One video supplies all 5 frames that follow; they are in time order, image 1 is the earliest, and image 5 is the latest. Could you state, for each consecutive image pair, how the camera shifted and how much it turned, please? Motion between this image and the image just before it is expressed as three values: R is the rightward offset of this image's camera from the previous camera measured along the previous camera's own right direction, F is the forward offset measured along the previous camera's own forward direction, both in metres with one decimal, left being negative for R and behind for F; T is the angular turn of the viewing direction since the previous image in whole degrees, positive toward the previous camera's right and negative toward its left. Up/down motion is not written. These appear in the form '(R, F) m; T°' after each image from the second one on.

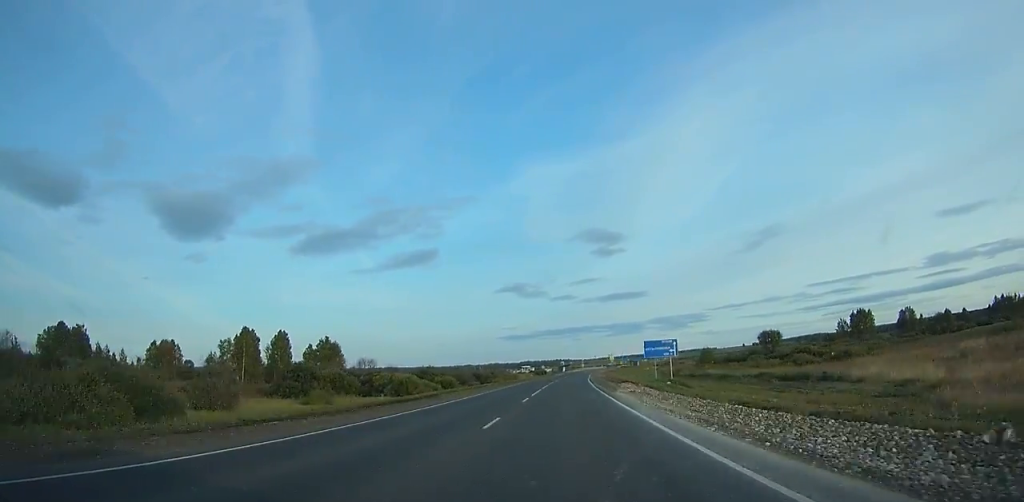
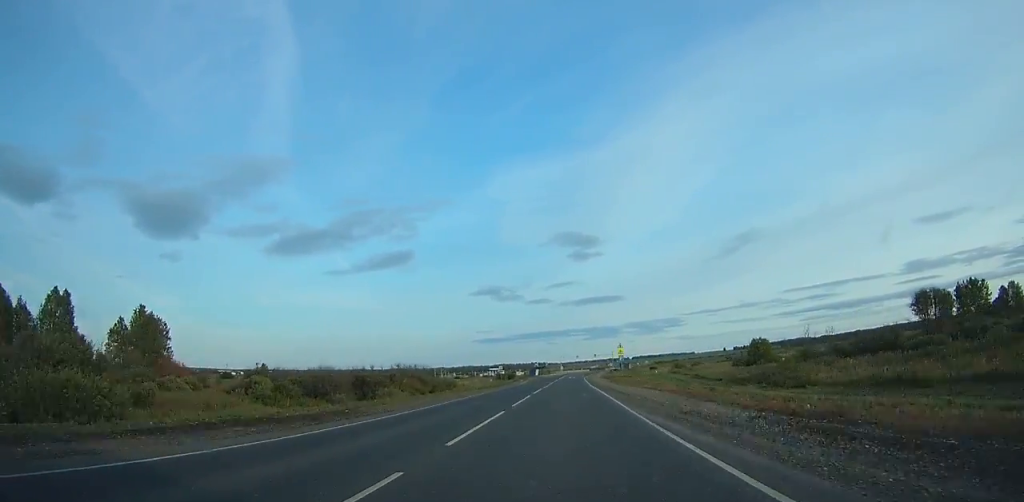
(+0.9, +68.6) m; +2°
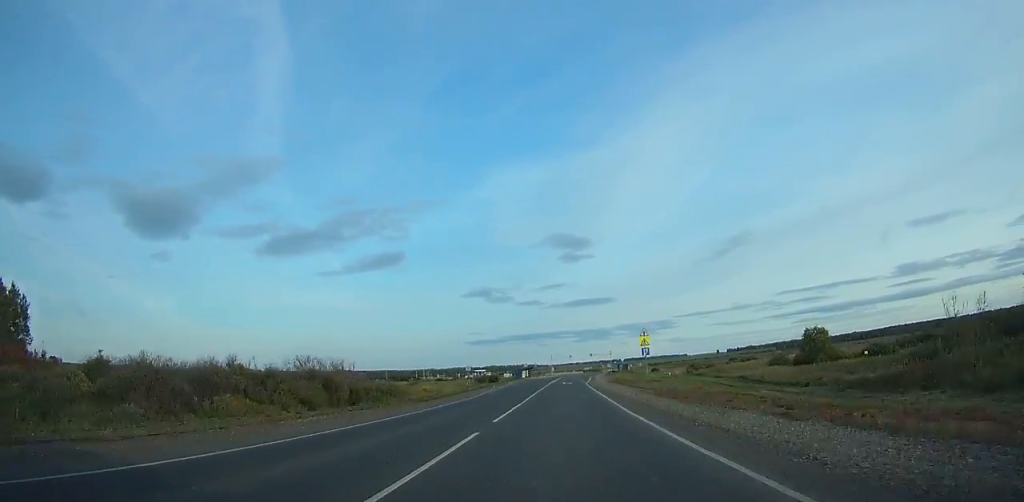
(+0.6, +30.5) m; +1°
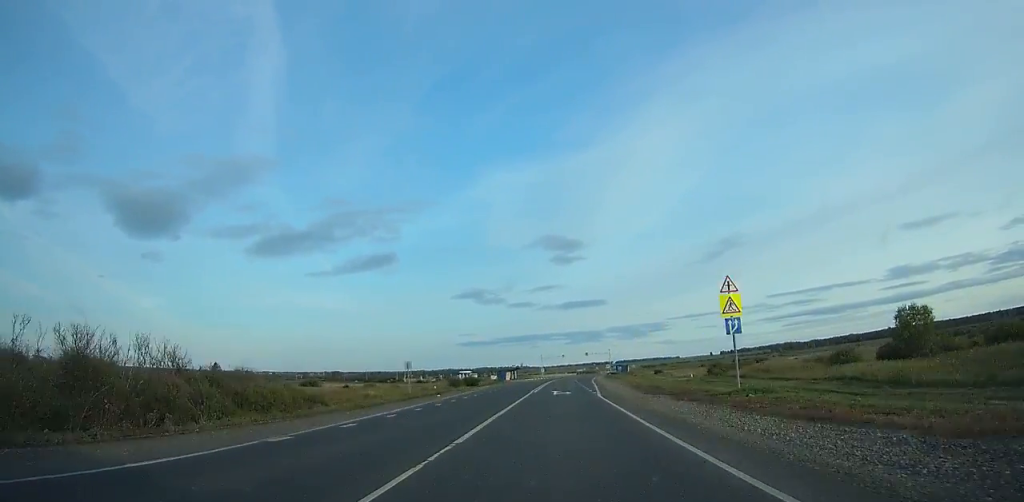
(+0.1, +30.6) m; +1°
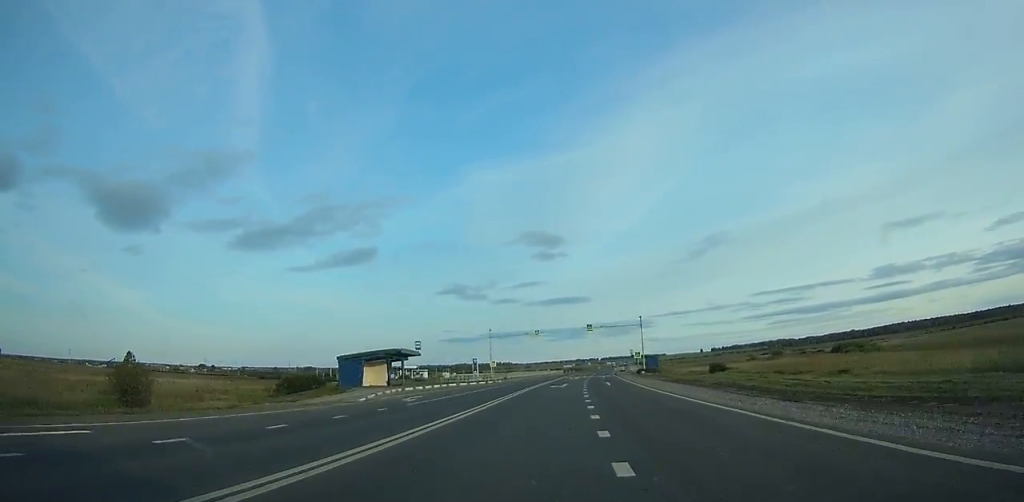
(+2.3, +101.5) m; +2°
